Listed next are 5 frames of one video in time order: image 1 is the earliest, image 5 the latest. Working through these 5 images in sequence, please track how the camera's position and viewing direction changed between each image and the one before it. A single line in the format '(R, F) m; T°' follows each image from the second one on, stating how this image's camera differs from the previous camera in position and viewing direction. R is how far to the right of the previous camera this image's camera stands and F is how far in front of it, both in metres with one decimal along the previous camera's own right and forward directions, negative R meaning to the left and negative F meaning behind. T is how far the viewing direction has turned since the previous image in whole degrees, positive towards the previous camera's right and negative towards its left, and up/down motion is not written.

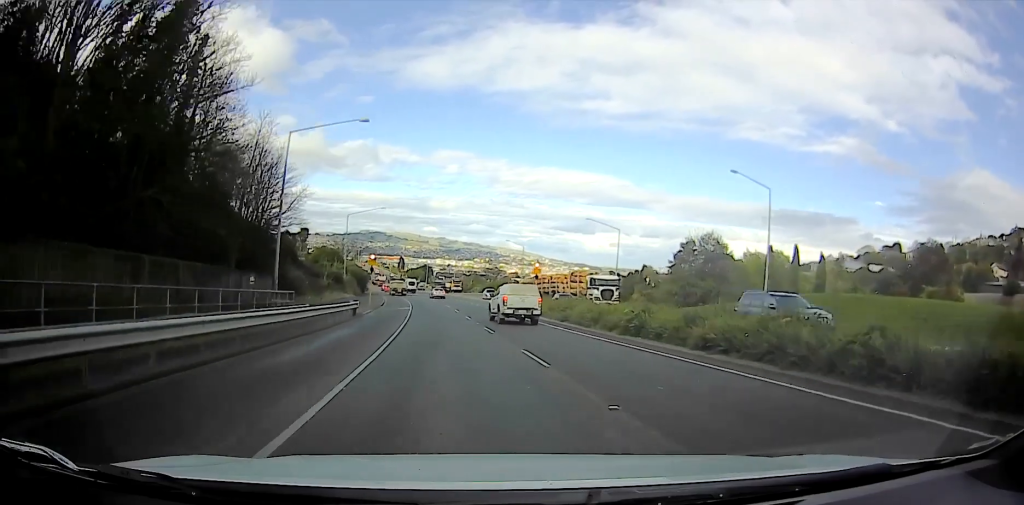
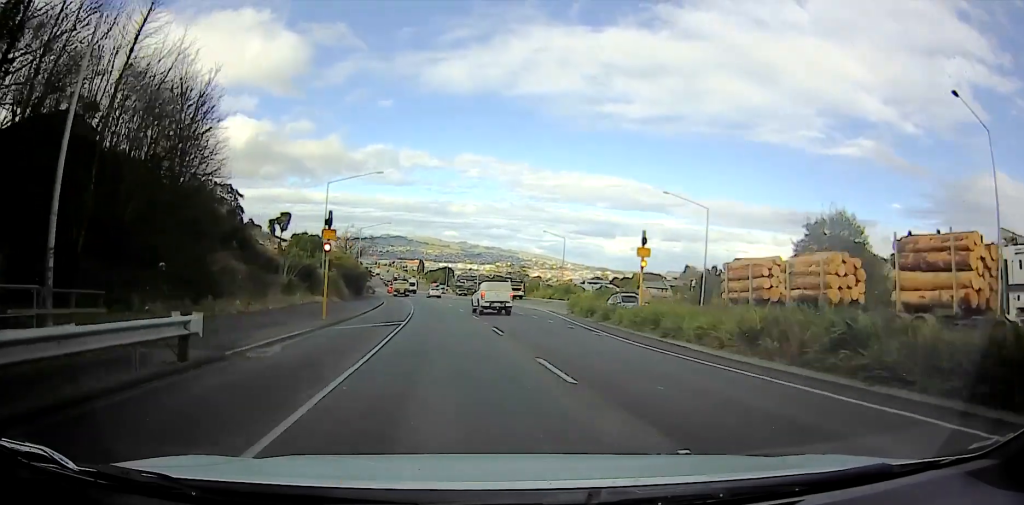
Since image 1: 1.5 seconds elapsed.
(+0.4, +25.7) m; 0°
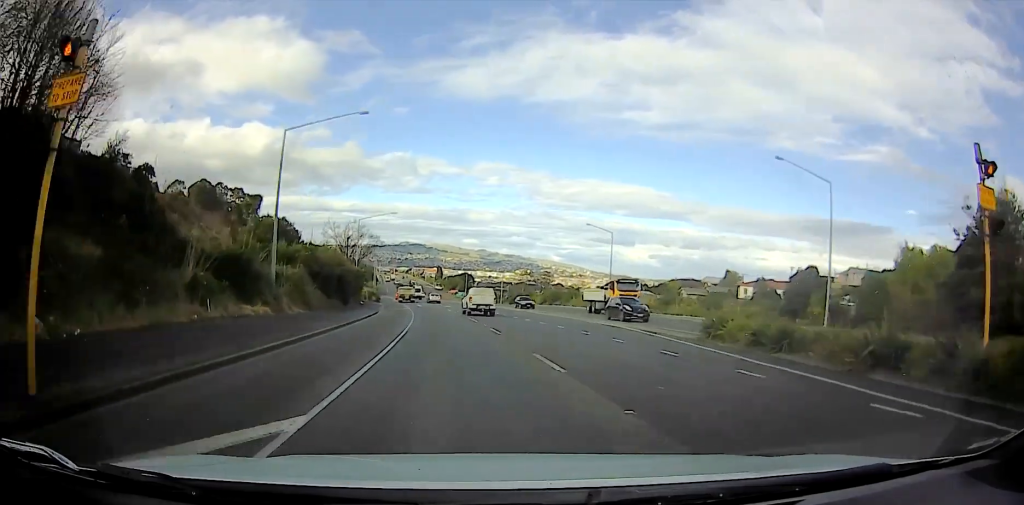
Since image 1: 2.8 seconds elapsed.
(+0.7, +19.4) m; +3°
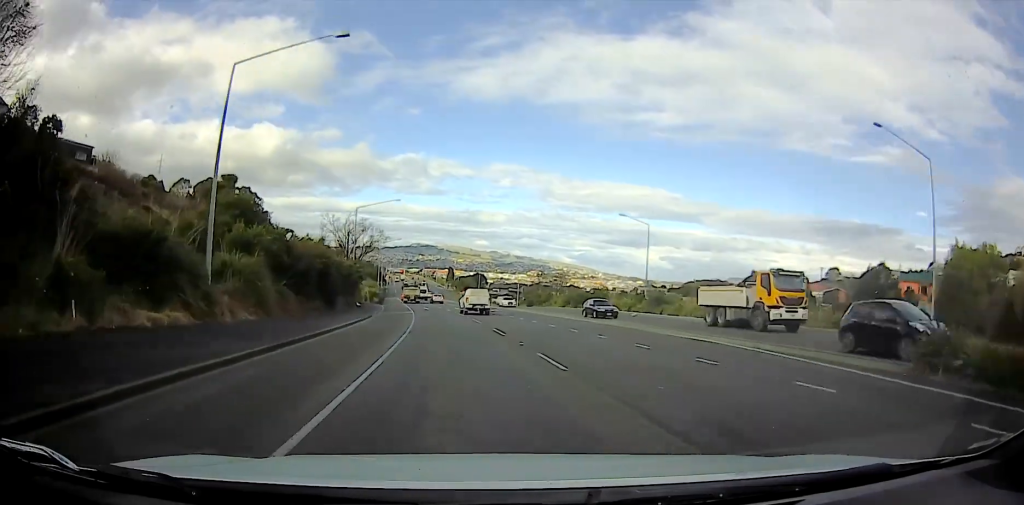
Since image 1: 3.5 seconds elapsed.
(-0.2, +10.3) m; -1°
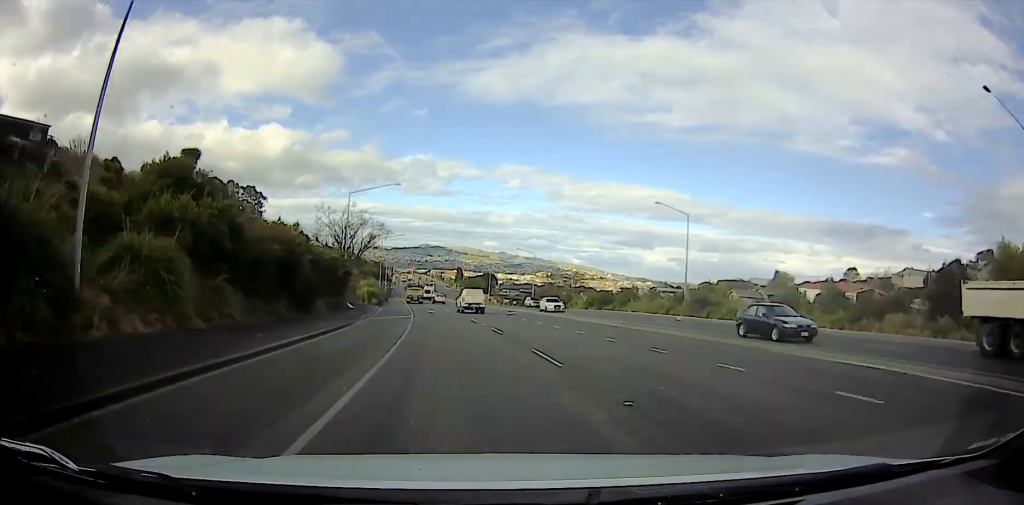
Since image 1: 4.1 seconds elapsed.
(-0.2, +9.2) m; -2°
